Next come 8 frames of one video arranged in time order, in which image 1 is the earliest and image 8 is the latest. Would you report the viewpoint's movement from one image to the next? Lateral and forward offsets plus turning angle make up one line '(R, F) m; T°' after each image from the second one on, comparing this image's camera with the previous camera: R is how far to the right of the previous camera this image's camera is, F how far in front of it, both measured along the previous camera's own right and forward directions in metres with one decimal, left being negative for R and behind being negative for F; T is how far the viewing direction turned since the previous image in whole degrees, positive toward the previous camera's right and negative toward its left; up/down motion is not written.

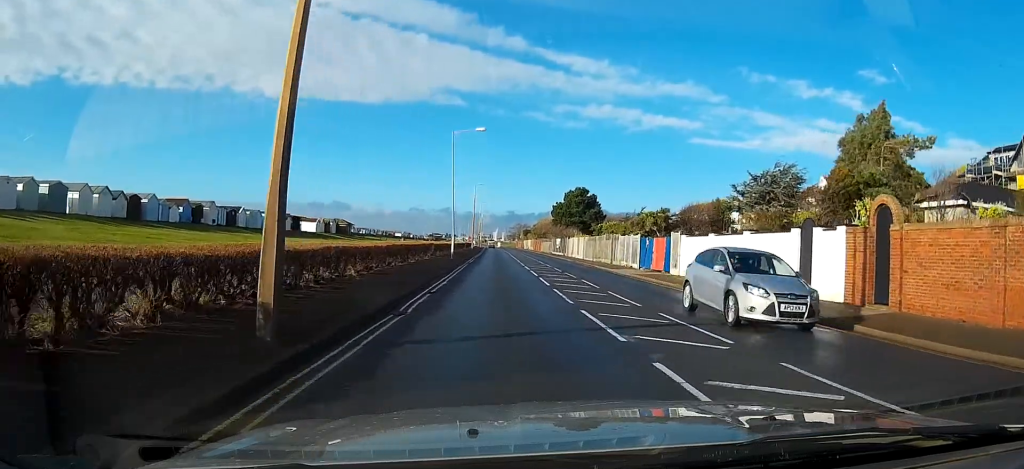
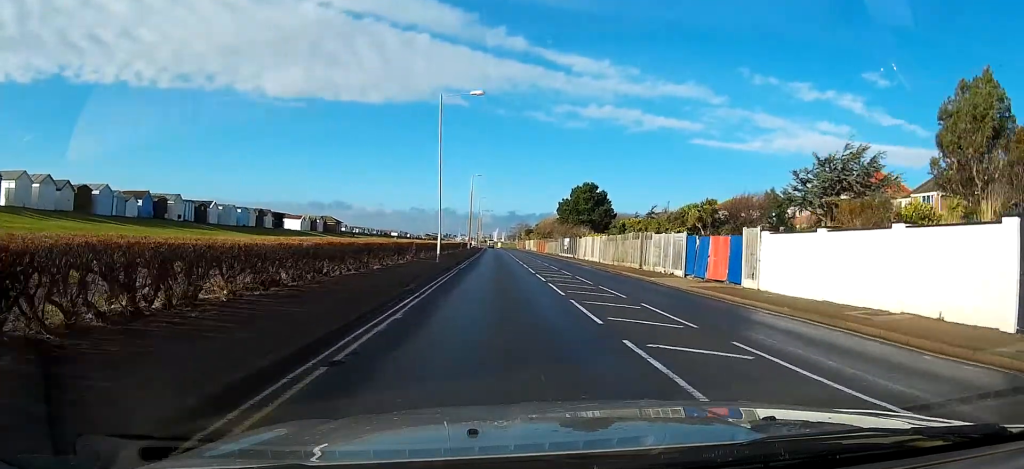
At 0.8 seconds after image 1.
(-0.3, +9.8) m; 0°
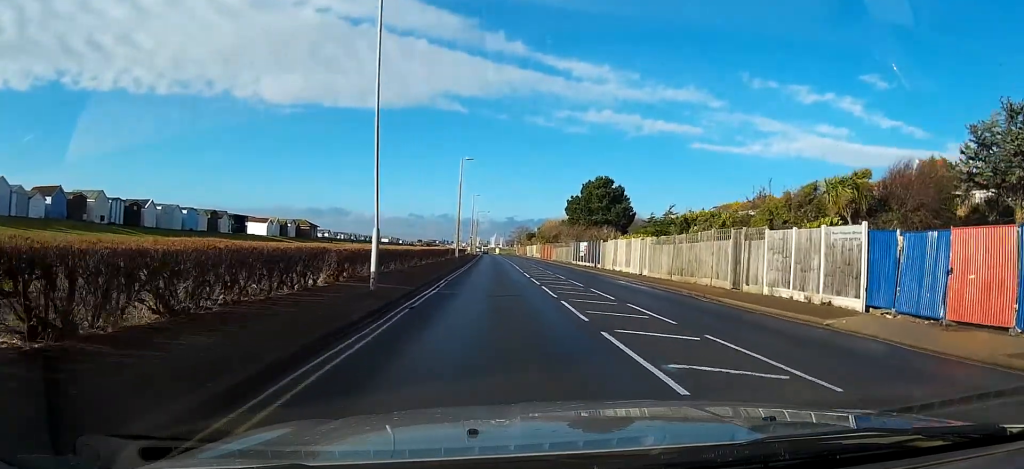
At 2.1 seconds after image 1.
(+0.3, +16.0) m; +2°
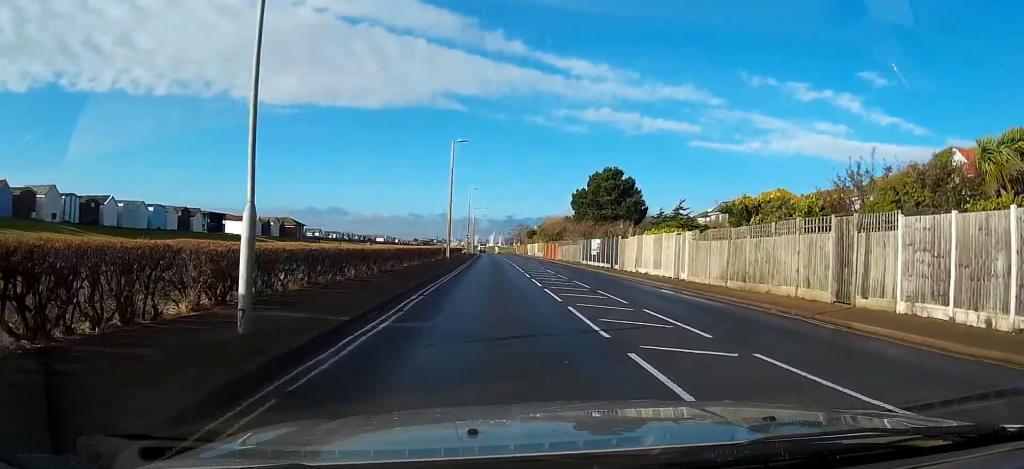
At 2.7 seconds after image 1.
(0.0, +7.8) m; 0°
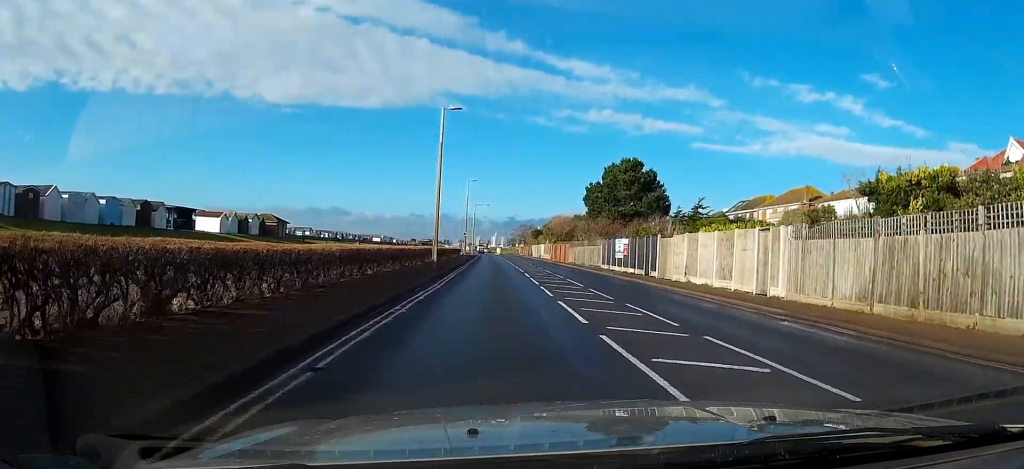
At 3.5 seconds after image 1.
(0.0, +9.8) m; -1°
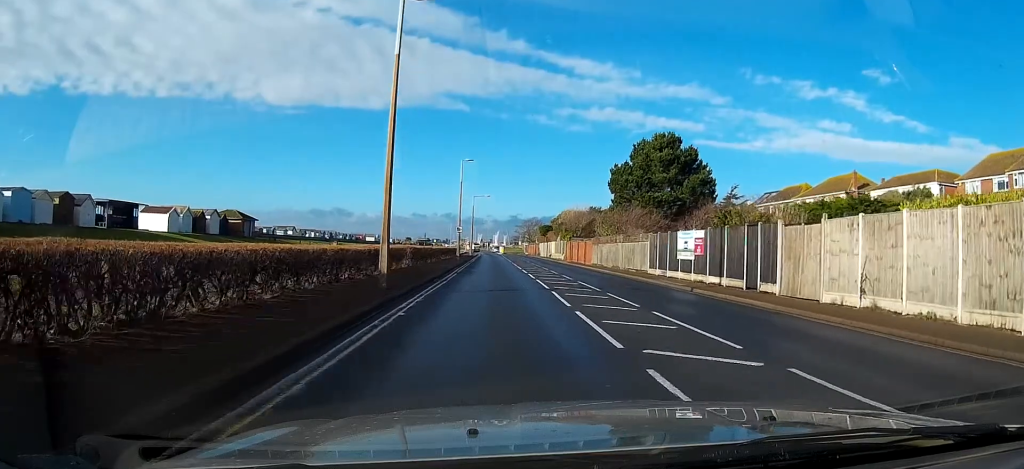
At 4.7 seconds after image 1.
(-0.2, +14.2) m; -1°
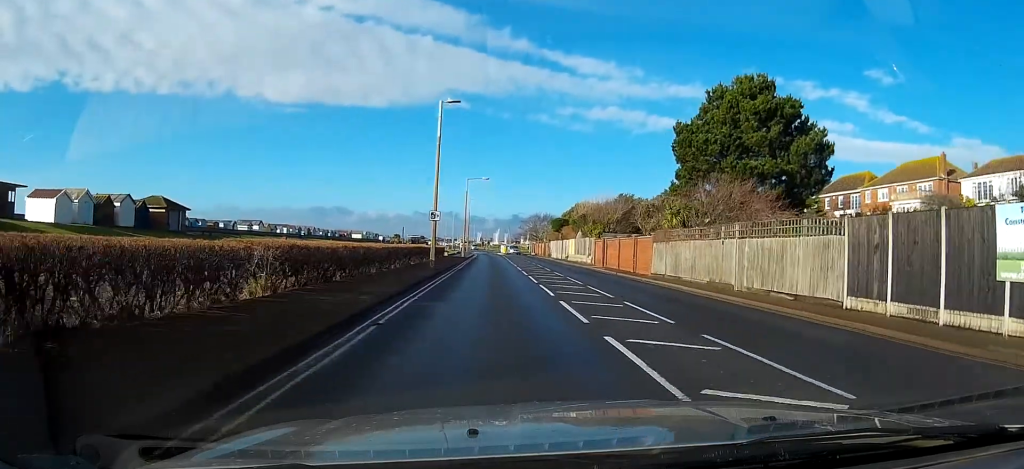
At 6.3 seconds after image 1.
(+0.1, +19.9) m; 0°
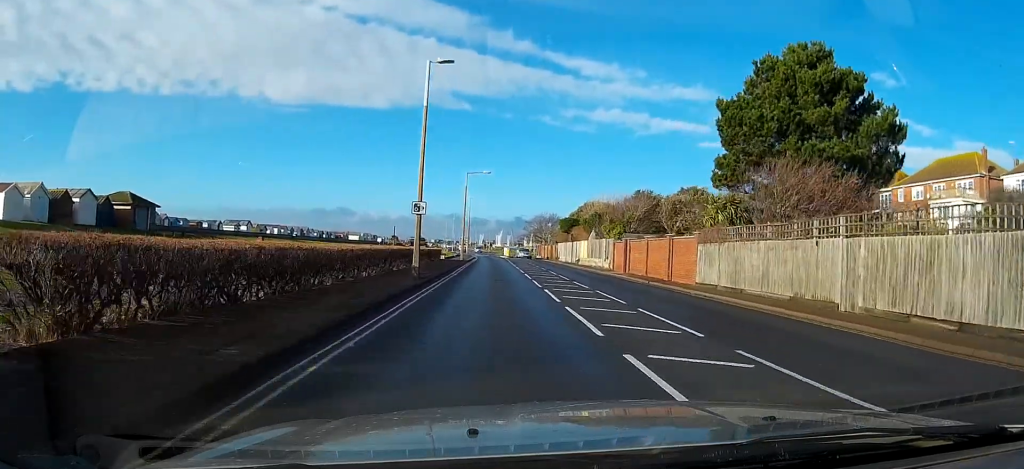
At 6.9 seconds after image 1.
(-0.3, +6.9) m; 0°
